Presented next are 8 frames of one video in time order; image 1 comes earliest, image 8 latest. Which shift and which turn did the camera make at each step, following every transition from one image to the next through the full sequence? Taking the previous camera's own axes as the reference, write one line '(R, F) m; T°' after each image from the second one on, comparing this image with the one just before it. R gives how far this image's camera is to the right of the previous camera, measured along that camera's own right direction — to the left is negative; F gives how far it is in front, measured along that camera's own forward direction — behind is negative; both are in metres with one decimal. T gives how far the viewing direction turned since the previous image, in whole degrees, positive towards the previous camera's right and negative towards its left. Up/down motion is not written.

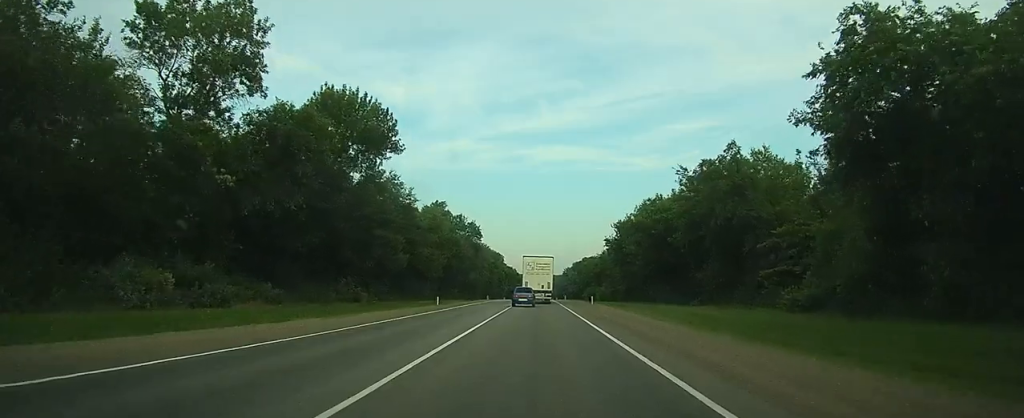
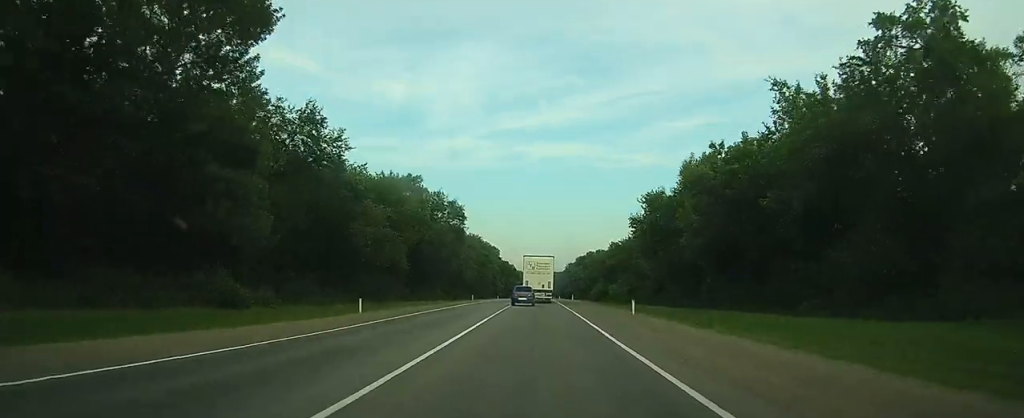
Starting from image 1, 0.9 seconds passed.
(0.0, +22.2) m; 0°
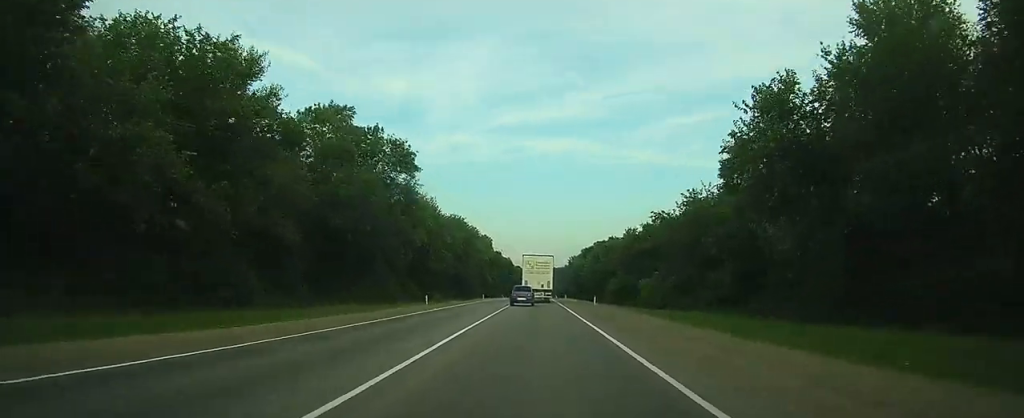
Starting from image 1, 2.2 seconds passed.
(-0.1, +31.4) m; 0°
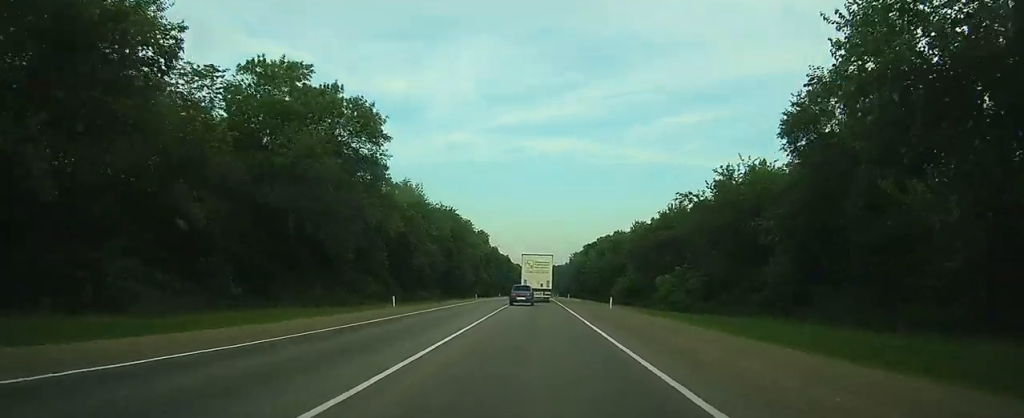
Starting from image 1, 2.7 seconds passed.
(0.0, +10.5) m; 0°
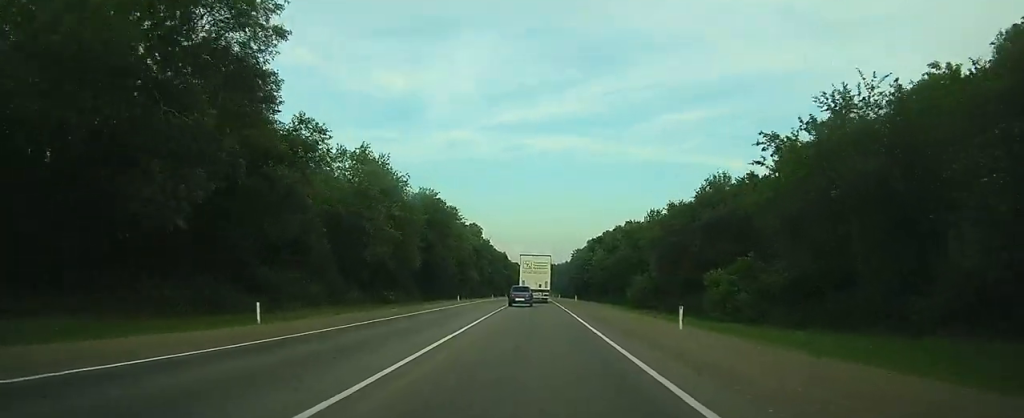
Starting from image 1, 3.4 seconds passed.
(0.0, +18.0) m; 0°
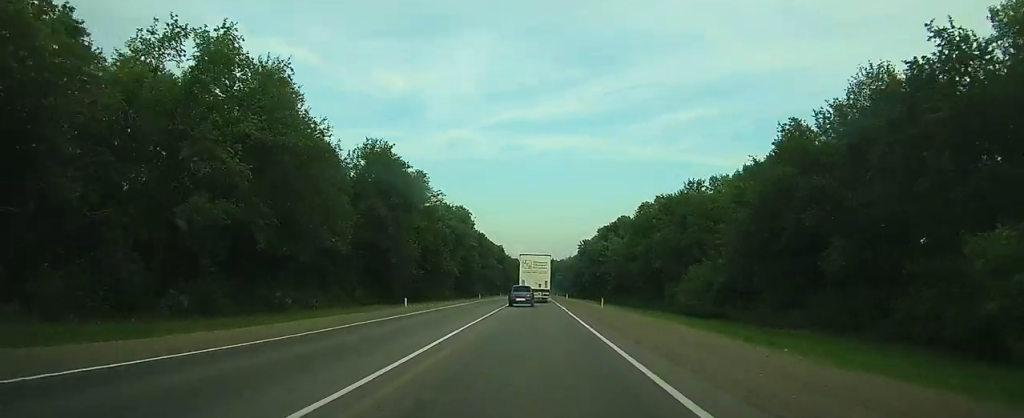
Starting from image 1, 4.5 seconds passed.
(0.0, +27.1) m; 0°
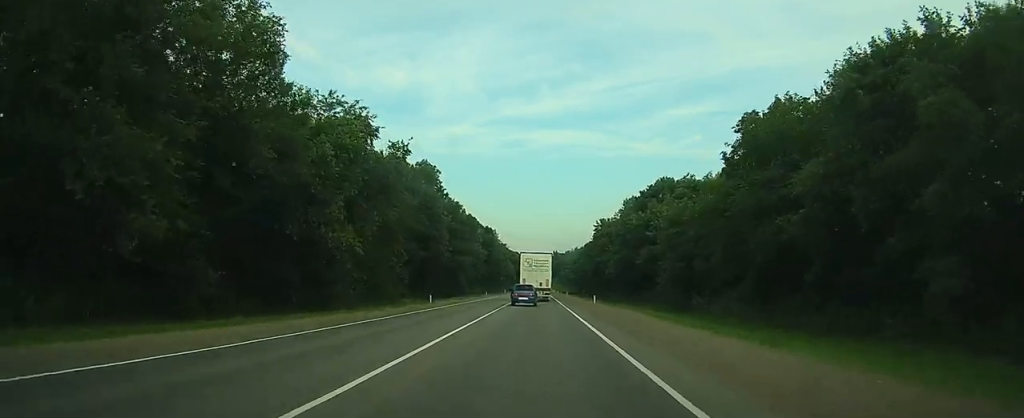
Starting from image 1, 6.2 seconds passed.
(-0.1, +41.6) m; 0°
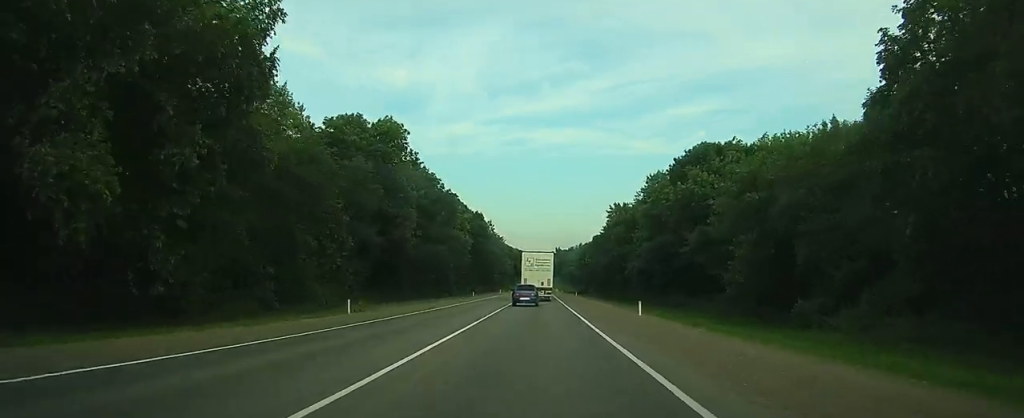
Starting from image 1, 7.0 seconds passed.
(0.0, +21.1) m; 0°
